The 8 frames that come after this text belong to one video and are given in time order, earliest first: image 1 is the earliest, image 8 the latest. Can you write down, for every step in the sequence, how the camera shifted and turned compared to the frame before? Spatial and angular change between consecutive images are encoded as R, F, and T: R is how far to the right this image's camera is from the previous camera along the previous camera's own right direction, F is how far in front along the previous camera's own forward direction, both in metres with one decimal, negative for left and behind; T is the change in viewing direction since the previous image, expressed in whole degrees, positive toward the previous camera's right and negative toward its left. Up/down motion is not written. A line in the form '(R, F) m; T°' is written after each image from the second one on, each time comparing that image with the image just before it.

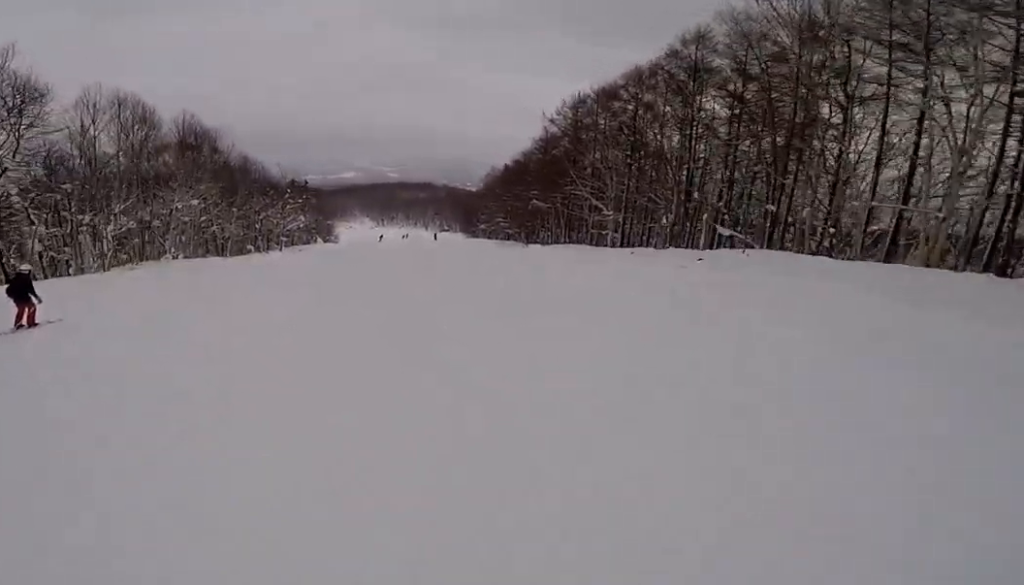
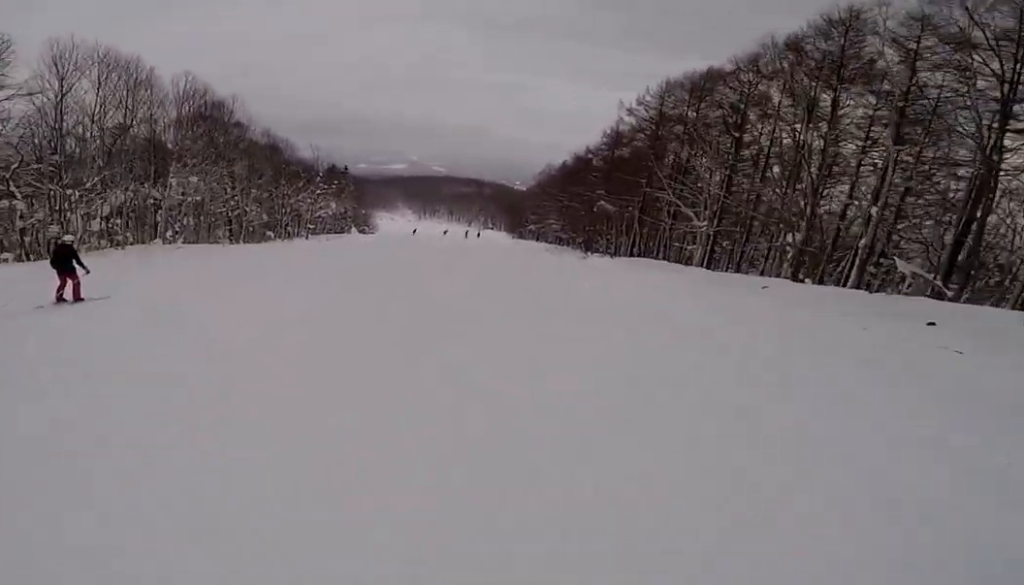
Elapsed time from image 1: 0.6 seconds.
(-0.7, +7.6) m; -1°
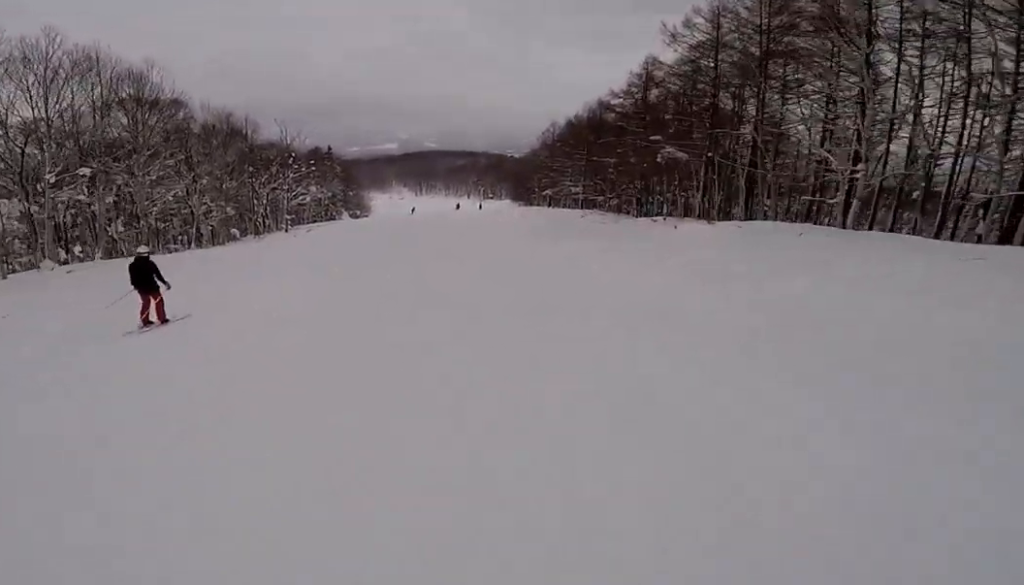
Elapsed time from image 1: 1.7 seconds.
(-0.3, +11.5) m; +6°
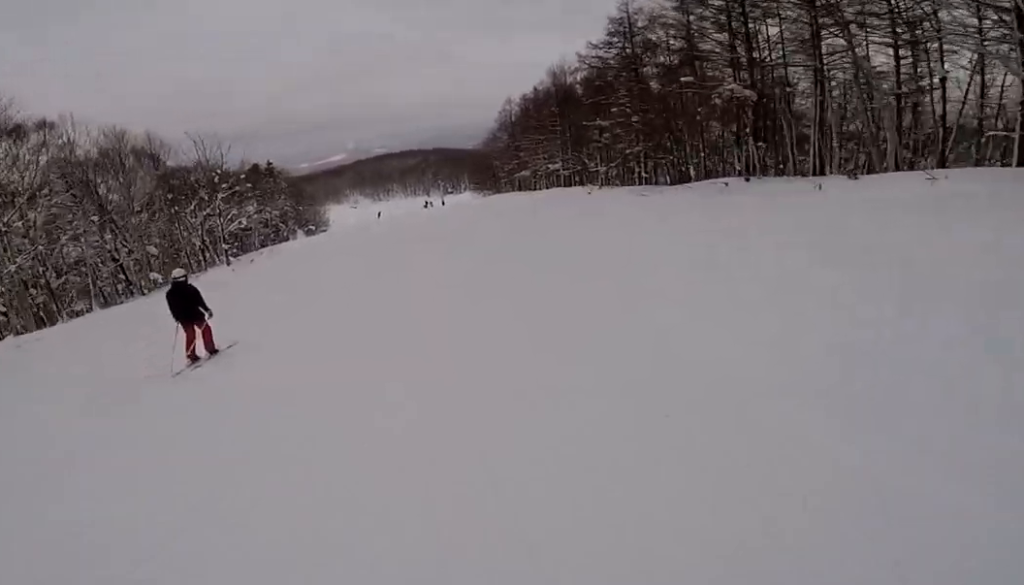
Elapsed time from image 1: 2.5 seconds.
(+1.2, +9.7) m; +6°
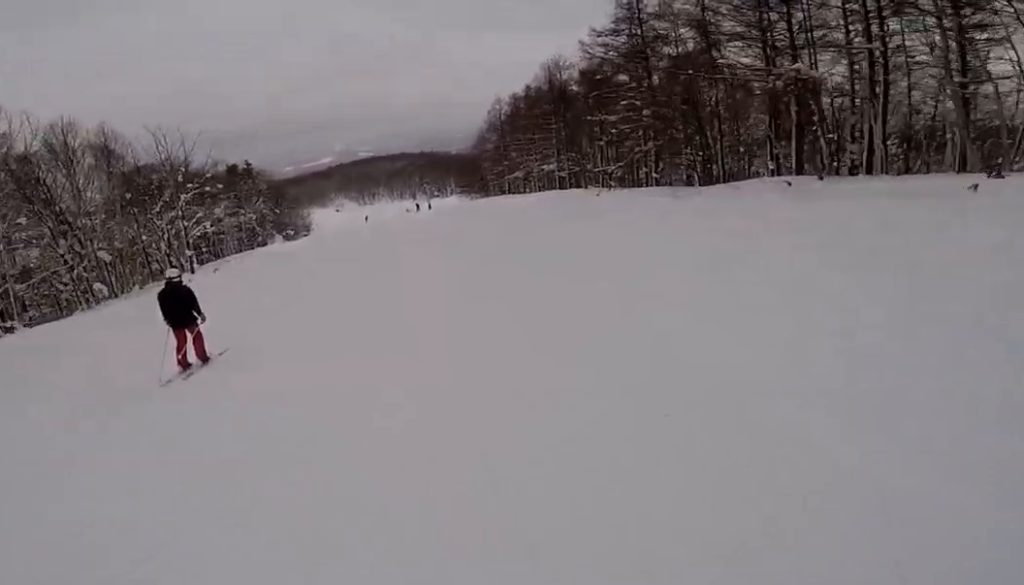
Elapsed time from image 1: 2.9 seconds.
(+0.1, +4.9) m; -2°
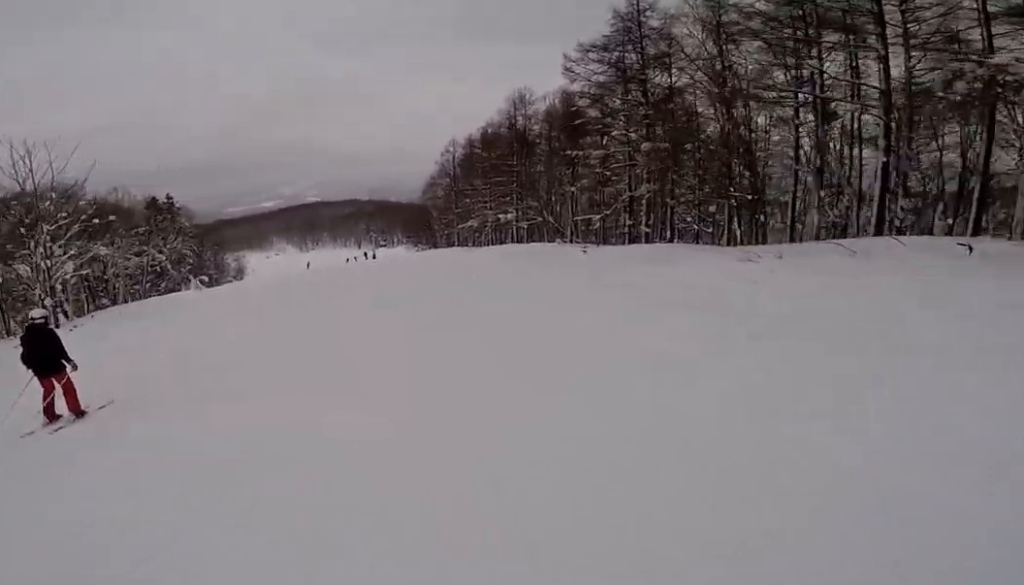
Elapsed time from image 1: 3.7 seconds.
(-0.4, +8.7) m; -4°
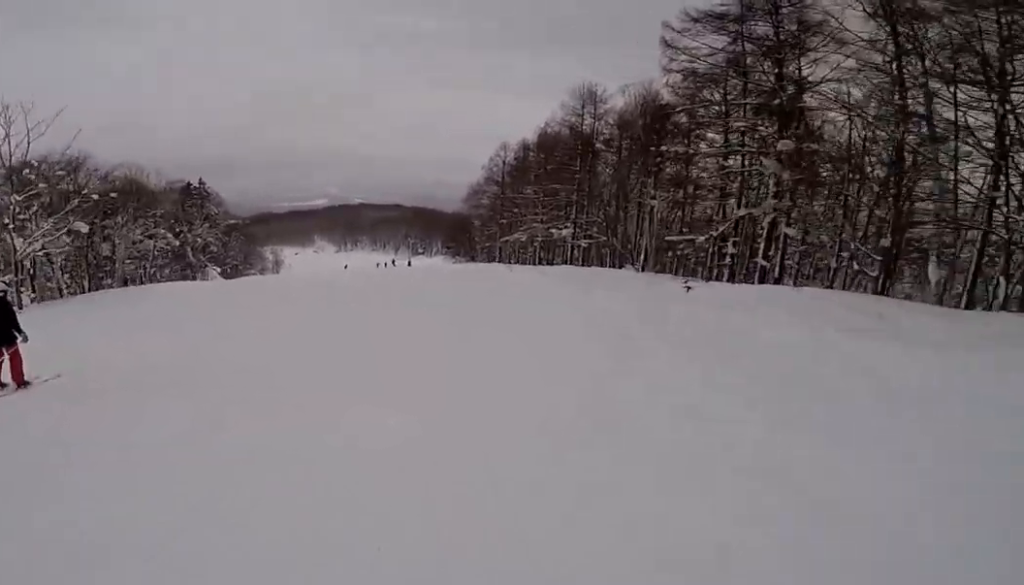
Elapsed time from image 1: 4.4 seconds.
(-0.3, +7.5) m; -4°
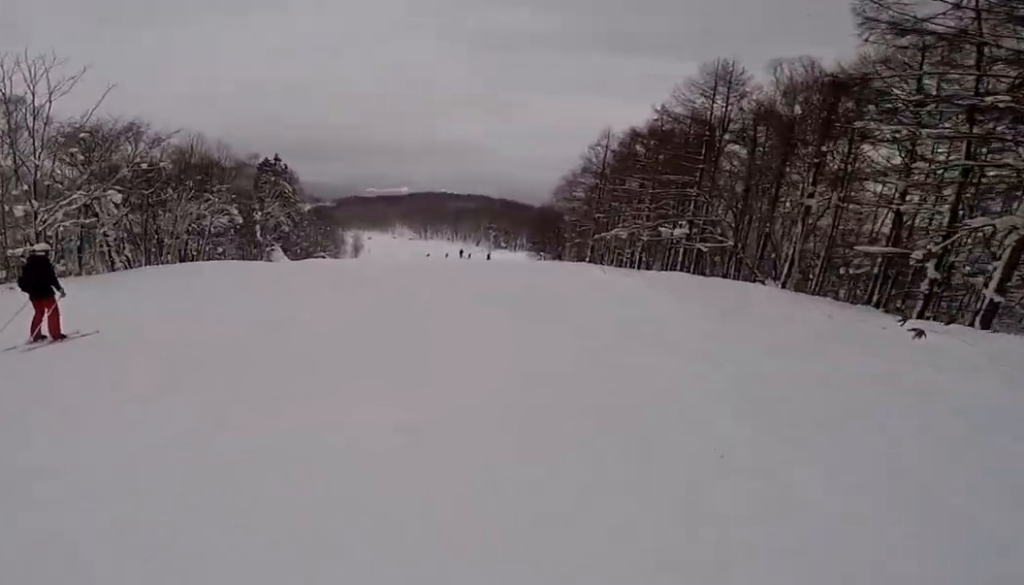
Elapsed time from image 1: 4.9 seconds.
(+0.1, +5.8) m; -4°
